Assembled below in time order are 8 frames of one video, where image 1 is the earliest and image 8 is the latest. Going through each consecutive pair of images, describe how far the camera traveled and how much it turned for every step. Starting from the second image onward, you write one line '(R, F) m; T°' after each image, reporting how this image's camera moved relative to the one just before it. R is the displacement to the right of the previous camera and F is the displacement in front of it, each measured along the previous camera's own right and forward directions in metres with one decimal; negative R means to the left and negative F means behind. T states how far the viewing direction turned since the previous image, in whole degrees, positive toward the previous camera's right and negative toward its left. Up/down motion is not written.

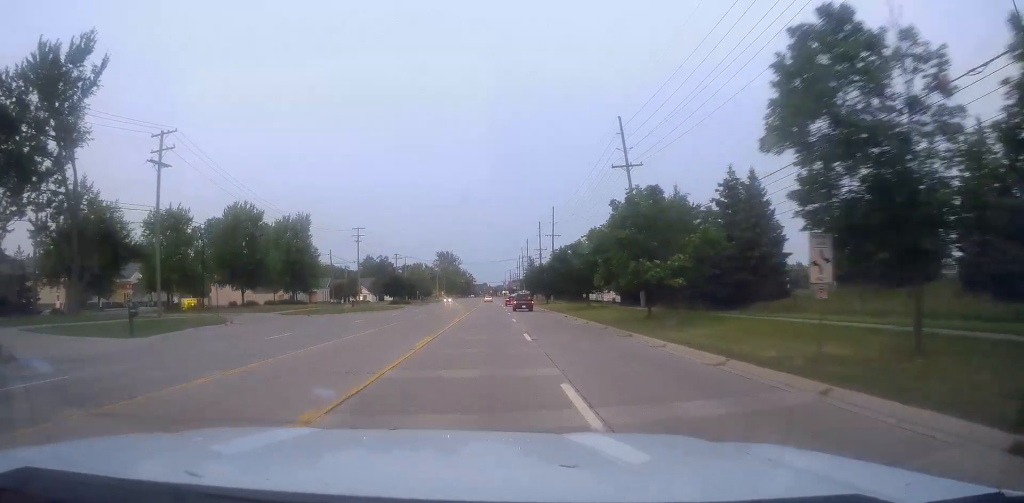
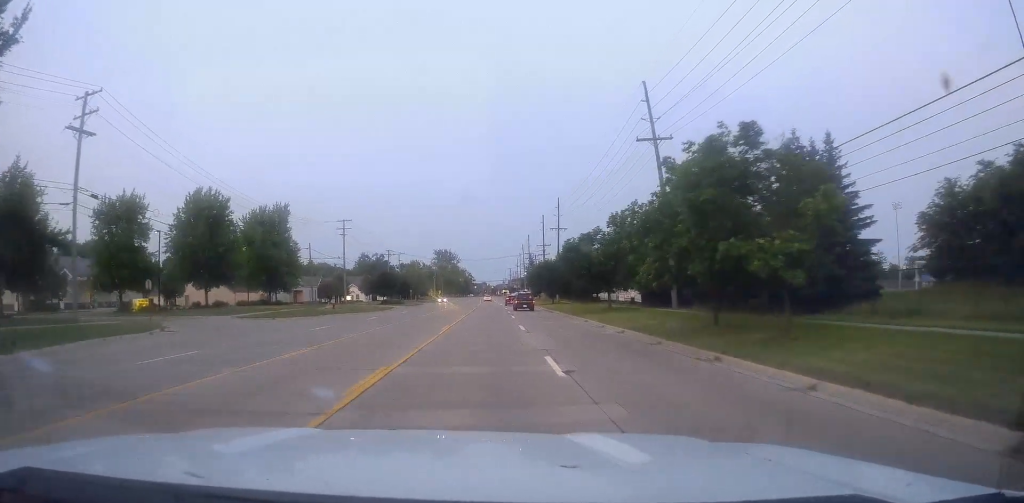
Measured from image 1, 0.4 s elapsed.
(+0.2, +9.7) m; +1°
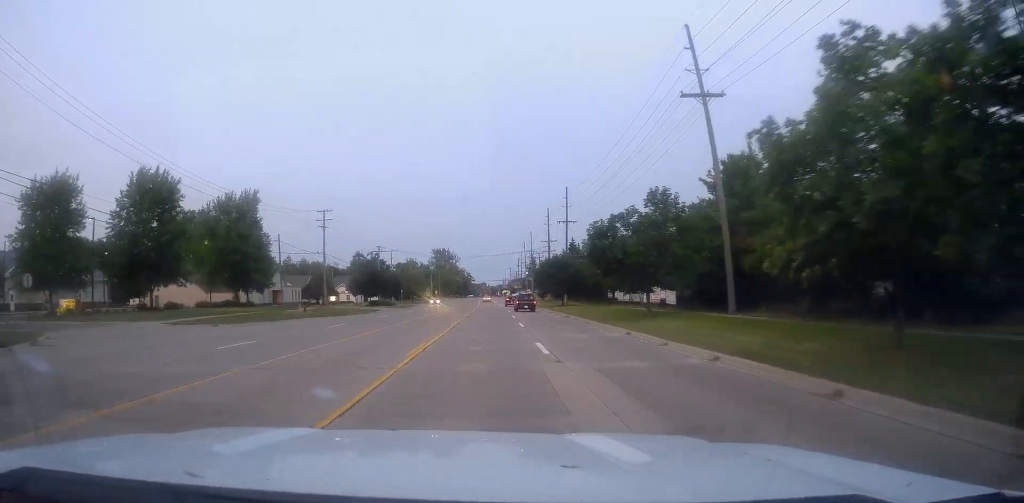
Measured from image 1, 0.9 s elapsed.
(0.0, +11.1) m; +1°
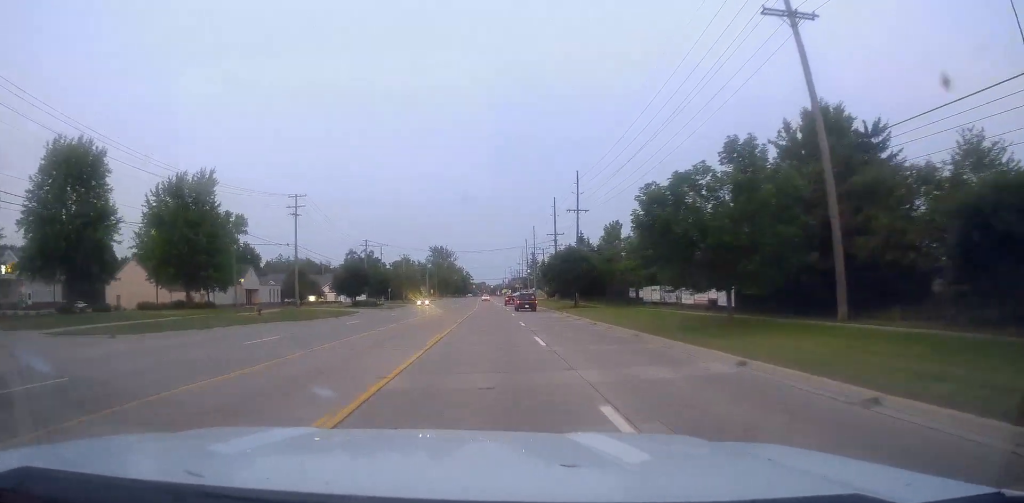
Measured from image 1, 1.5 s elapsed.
(+0.2, +11.9) m; 0°
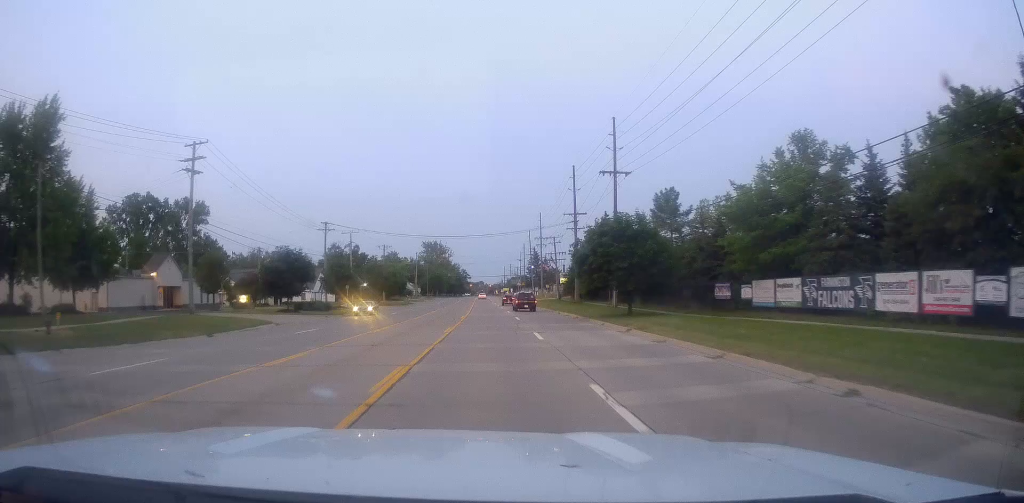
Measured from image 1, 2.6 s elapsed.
(-0.3, +25.3) m; -1°
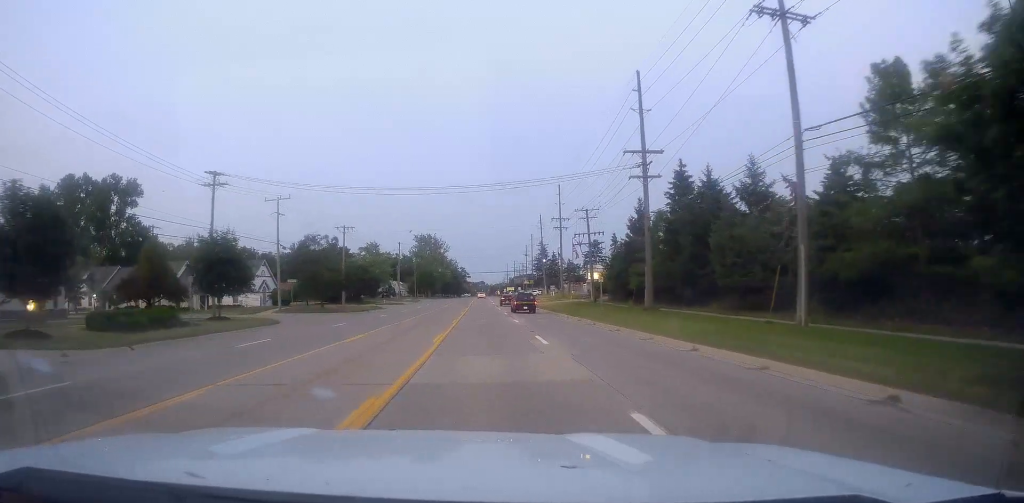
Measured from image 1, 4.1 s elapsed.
(0.0, +34.4) m; 0°
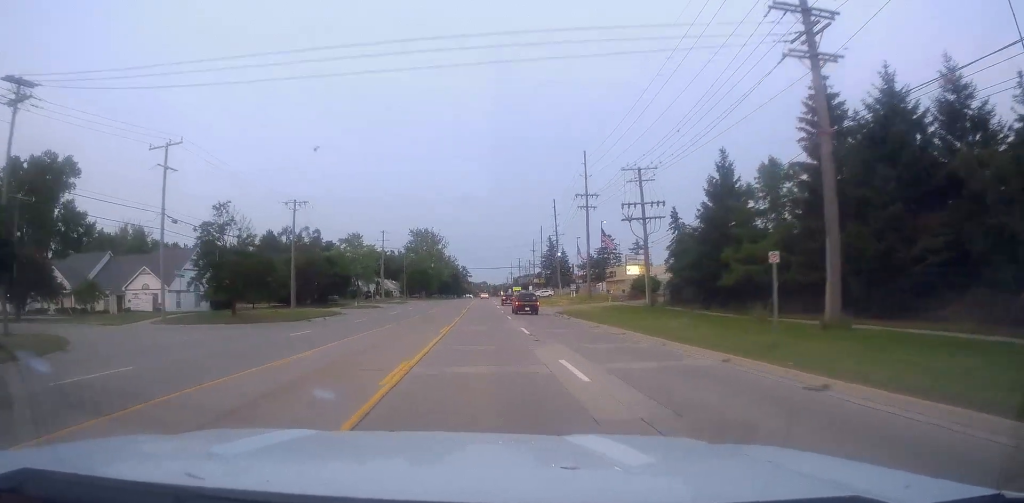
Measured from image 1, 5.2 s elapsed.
(-0.2, +24.0) m; +1°
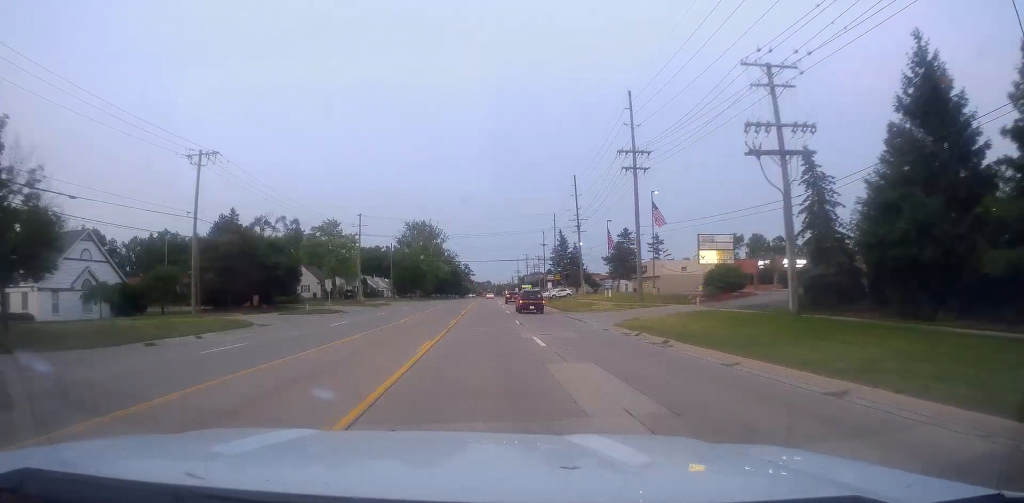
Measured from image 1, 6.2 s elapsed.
(+0.5, +23.3) m; 0°
